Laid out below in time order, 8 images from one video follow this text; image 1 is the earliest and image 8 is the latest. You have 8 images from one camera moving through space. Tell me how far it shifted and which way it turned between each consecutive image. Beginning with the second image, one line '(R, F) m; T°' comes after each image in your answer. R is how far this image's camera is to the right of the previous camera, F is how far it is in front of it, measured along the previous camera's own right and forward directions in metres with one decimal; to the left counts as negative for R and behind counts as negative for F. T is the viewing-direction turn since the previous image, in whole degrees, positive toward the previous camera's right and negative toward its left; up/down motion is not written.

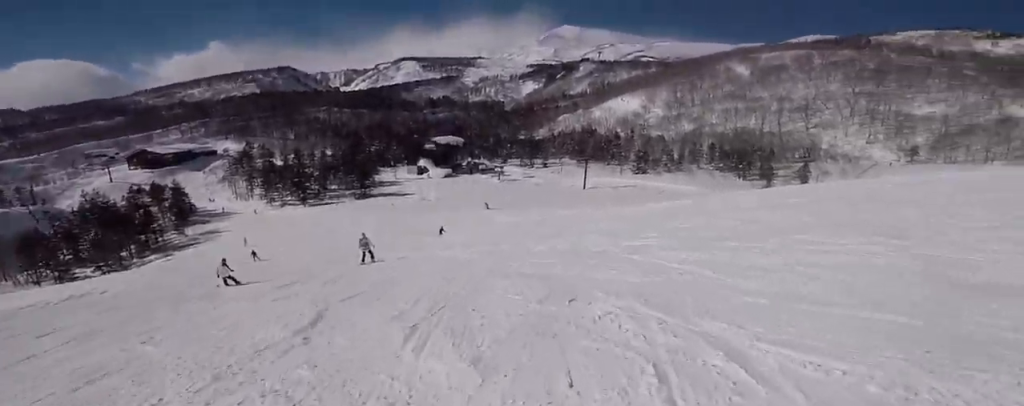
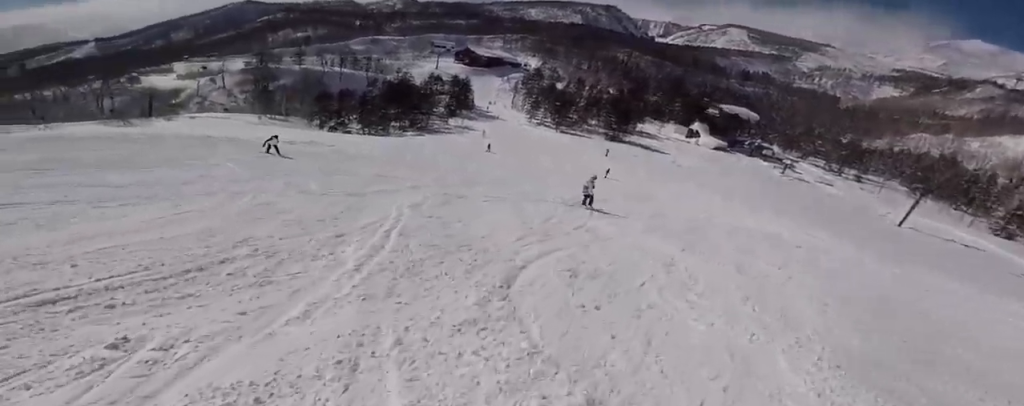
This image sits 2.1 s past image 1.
(-7.2, +11.3) m; -42°
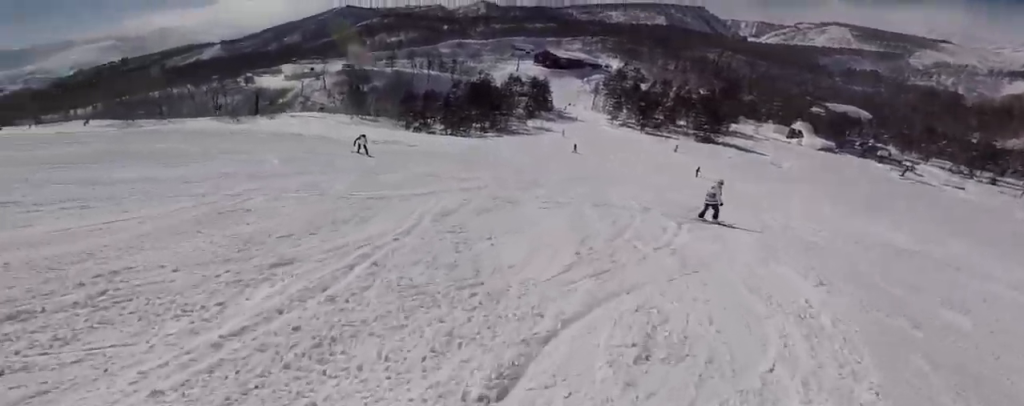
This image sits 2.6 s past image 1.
(-0.4, +3.1) m; +3°
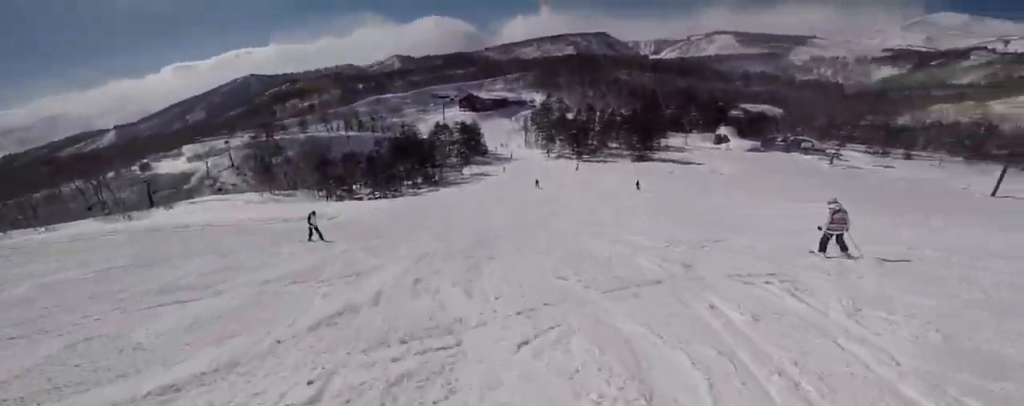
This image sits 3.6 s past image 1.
(+1.4, +9.3) m; +11°
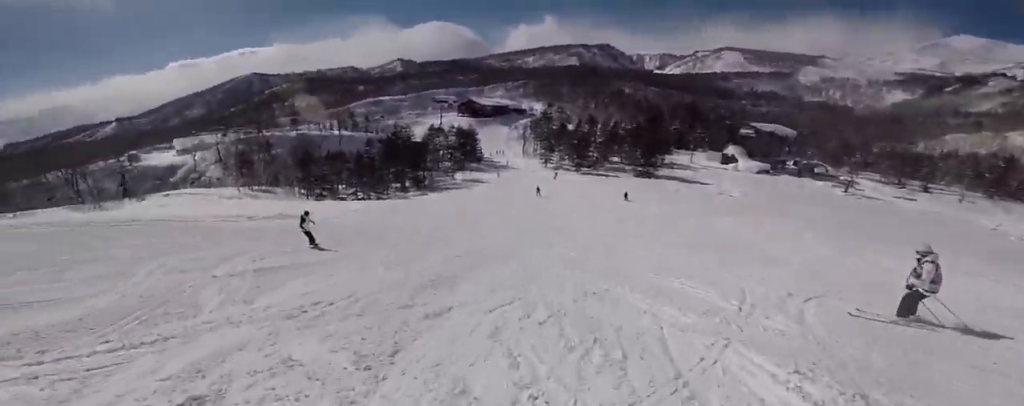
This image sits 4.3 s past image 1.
(+0.2, +6.7) m; +1°
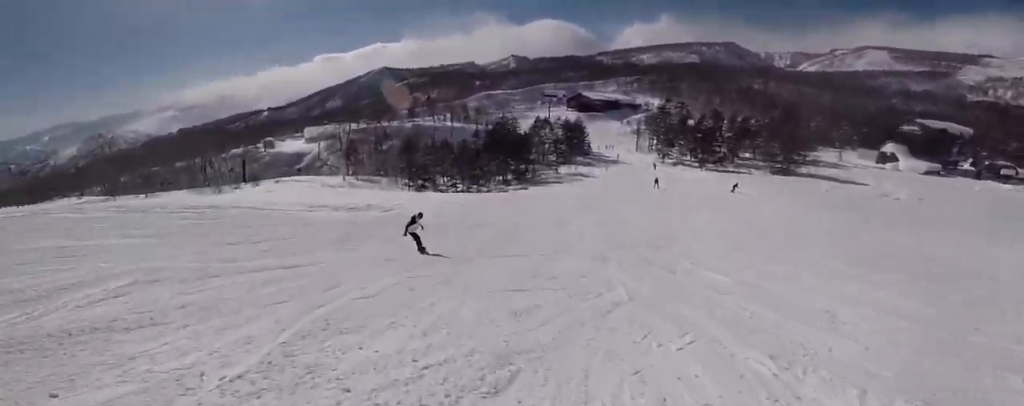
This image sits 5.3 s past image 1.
(+0.1, +9.6) m; -1°
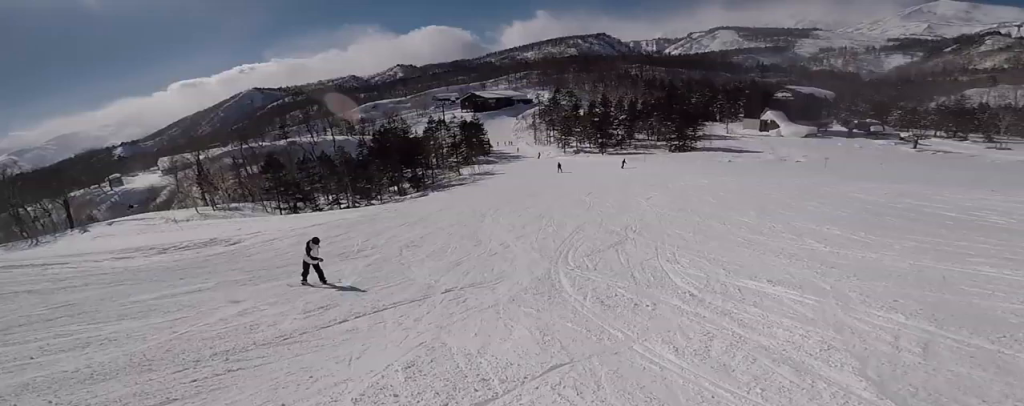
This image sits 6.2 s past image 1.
(-0.2, +9.3) m; -3°
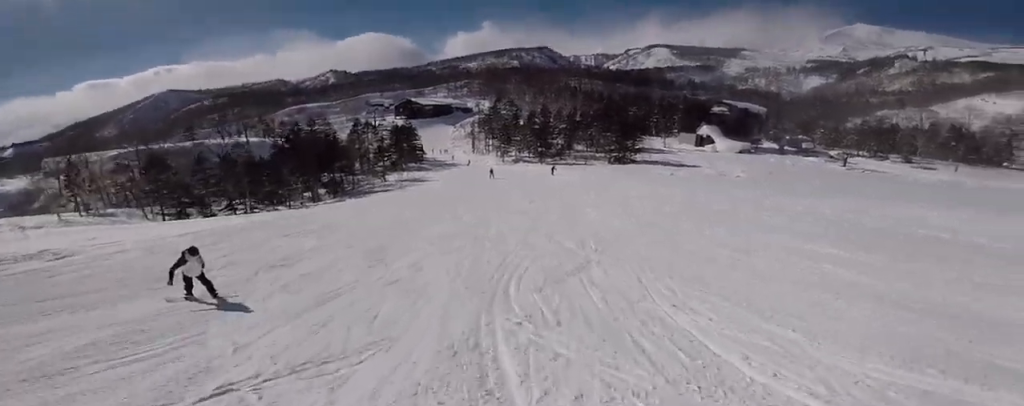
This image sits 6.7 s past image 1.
(-0.1, +6.5) m; -2°
